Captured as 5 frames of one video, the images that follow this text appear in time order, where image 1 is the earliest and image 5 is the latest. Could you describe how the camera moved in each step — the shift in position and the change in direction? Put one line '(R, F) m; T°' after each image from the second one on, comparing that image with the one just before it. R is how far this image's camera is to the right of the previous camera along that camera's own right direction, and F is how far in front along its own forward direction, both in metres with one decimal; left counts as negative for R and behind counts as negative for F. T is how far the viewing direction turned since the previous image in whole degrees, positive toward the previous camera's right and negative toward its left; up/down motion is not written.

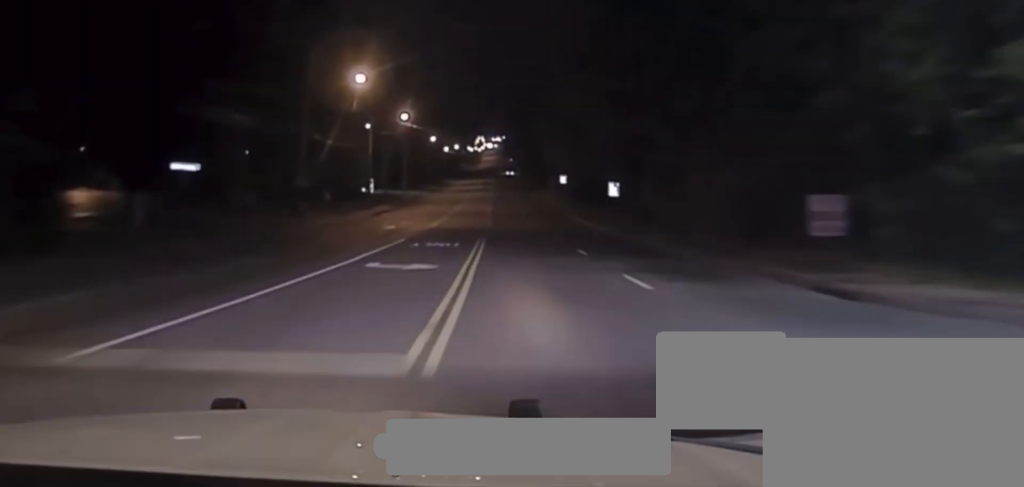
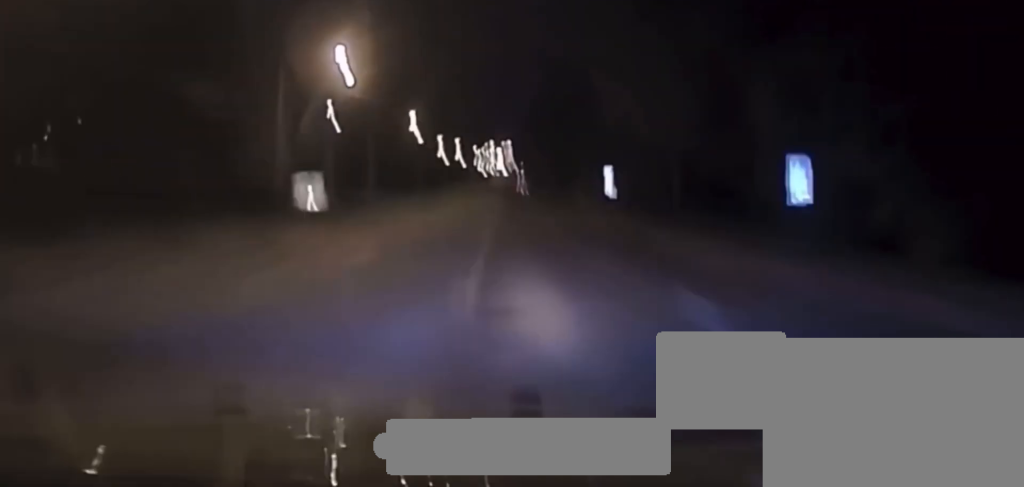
(-0.2, +47.0) m; 0°
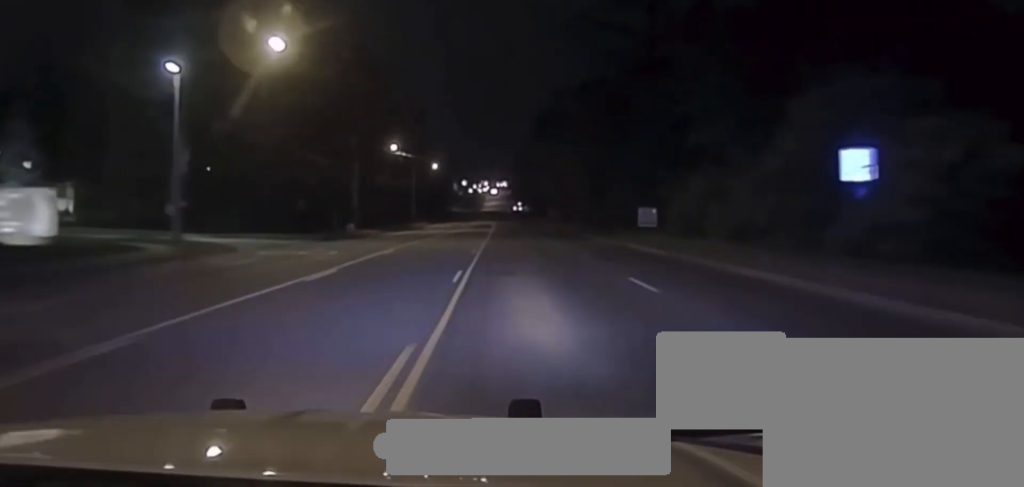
(-0.1, +69.5) m; 0°
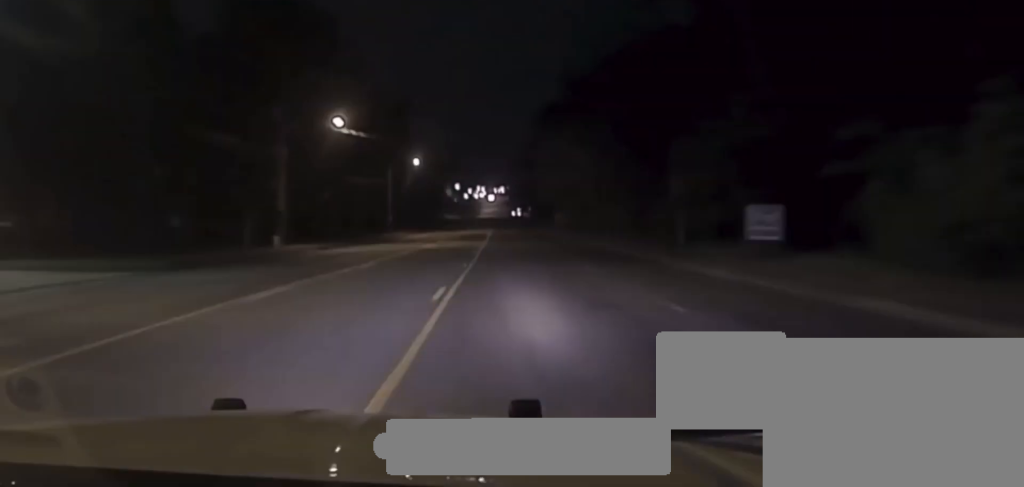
(-0.2, +32.2) m; 0°
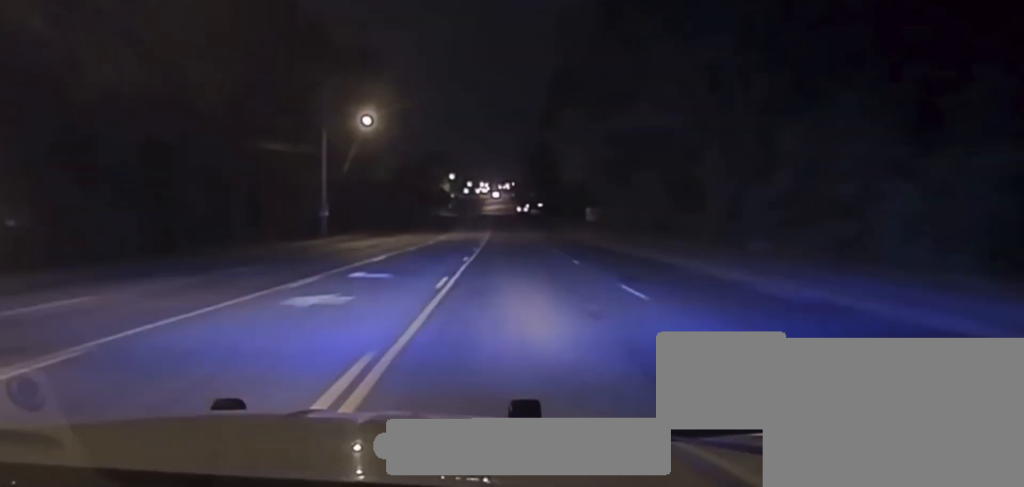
(+0.3, +41.7) m; +1°
